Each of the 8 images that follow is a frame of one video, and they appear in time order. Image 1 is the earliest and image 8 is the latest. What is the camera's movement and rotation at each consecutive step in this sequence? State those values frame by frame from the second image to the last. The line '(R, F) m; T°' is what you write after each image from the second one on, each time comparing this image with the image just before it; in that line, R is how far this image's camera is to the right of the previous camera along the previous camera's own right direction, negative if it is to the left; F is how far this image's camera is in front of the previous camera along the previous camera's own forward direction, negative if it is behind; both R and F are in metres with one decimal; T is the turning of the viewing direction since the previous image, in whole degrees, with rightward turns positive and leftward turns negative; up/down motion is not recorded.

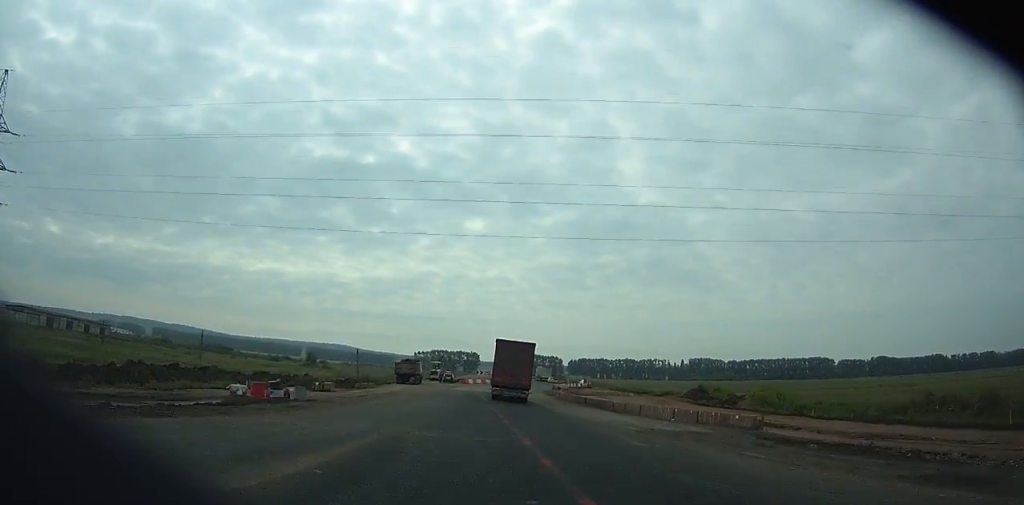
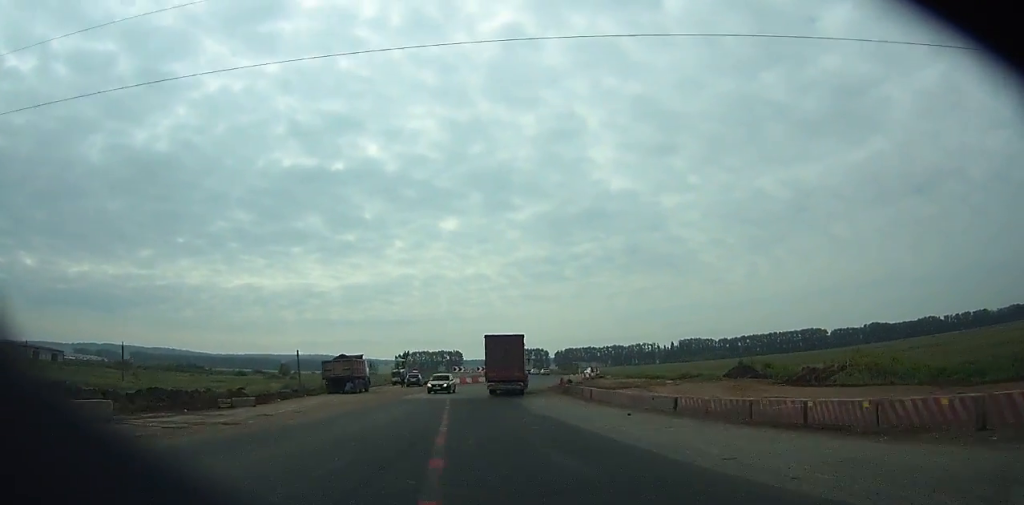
(+0.6, +24.3) m; +3°
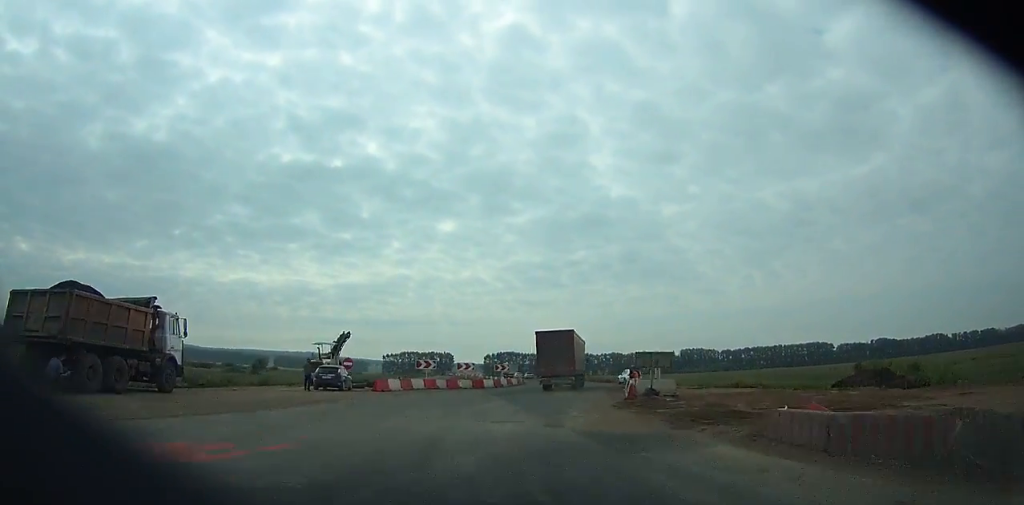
(+0.8, +32.1) m; +3°
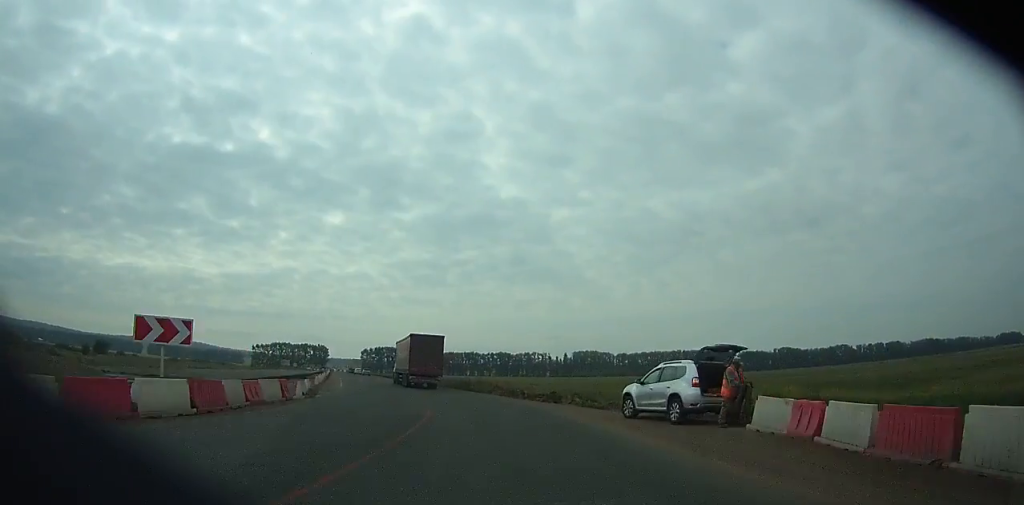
(+3.2, +52.2) m; +5°
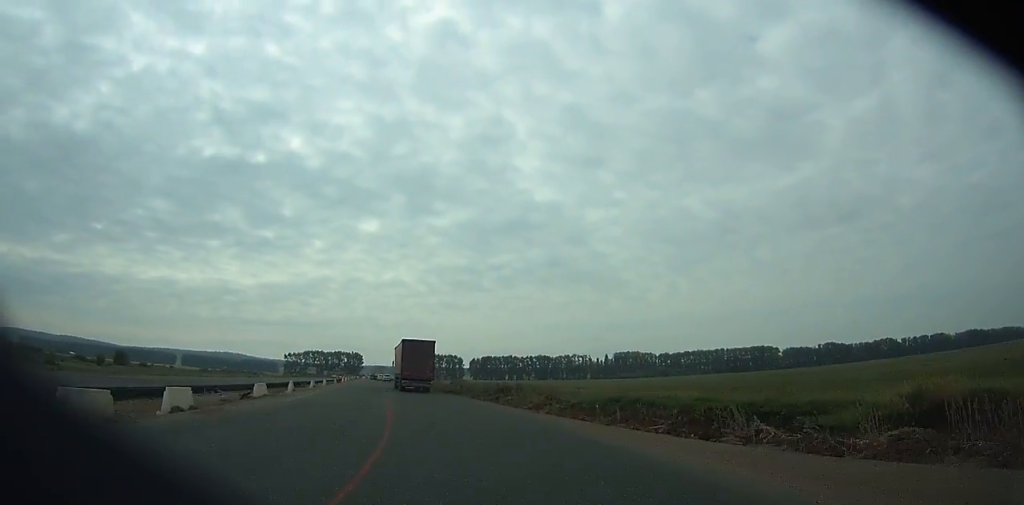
(+1.1, +16.7) m; -1°
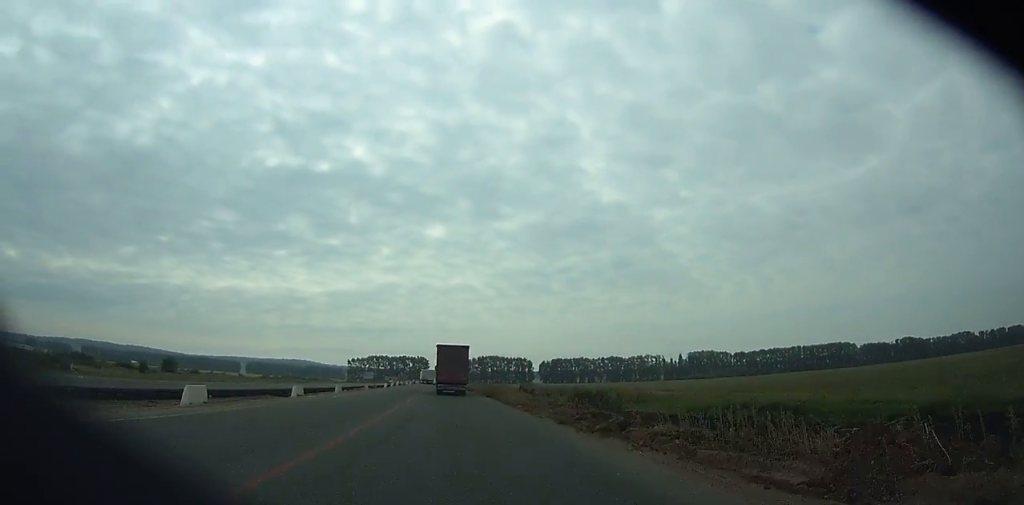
(+0.1, +19.5) m; -2°
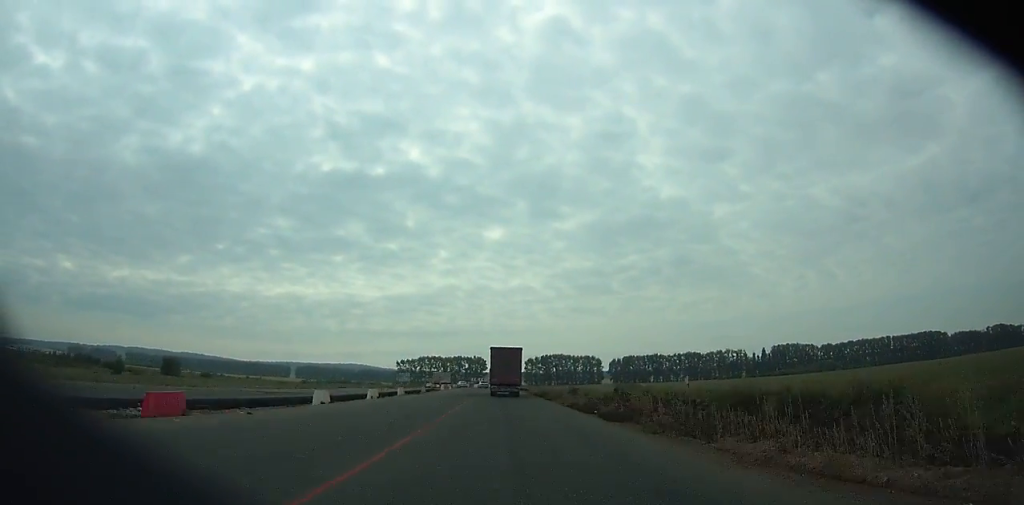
(-5.2, +54.9) m; -7°
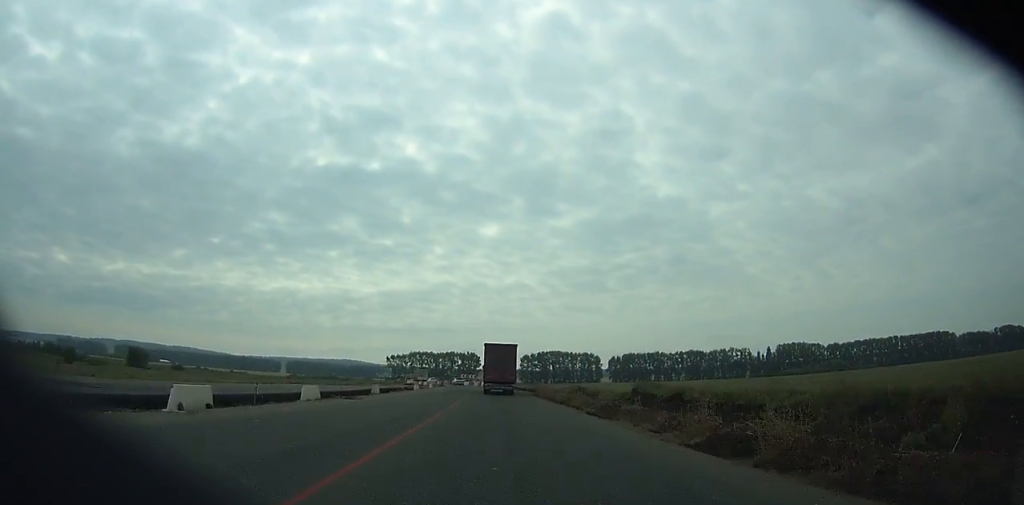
(-0.4, +20.5) m; -1°
